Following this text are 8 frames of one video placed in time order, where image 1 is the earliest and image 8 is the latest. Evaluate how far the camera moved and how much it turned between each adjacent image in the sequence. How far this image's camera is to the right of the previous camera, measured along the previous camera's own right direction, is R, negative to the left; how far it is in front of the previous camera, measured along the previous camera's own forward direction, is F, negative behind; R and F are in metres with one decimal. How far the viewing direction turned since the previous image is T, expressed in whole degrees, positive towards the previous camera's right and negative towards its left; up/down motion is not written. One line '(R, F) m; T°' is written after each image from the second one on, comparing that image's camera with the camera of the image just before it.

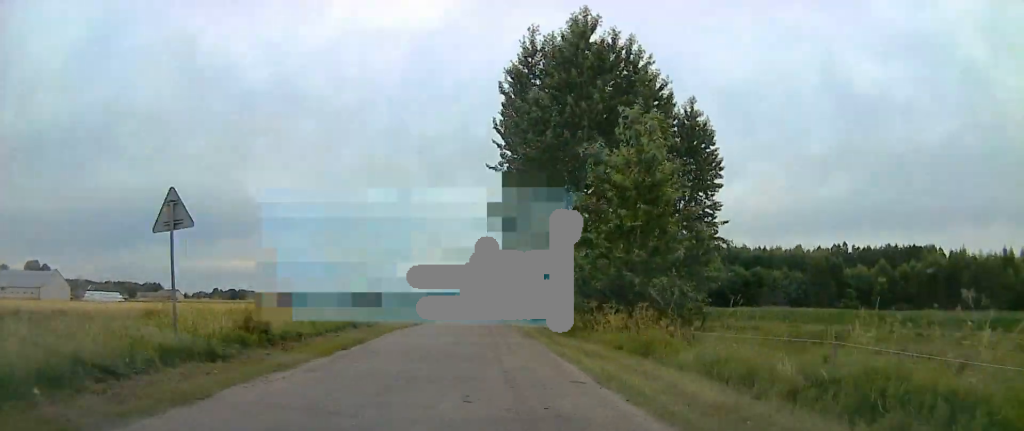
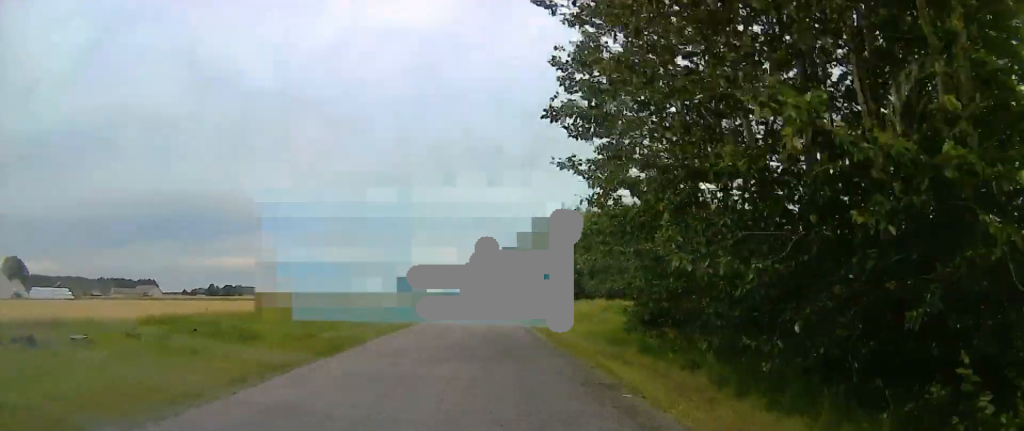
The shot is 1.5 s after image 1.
(-0.4, +34.3) m; -1°
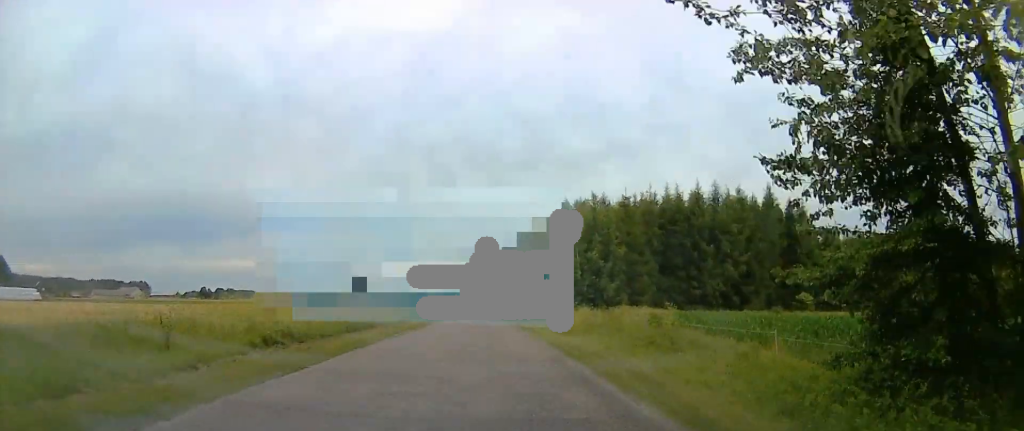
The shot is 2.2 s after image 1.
(0.0, +13.8) m; 0°
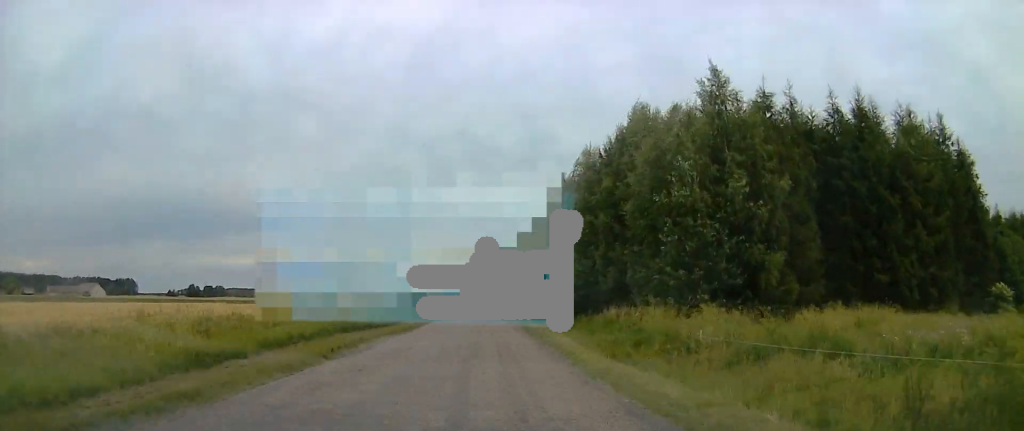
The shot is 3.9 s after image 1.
(+0.8, +31.9) m; +2°
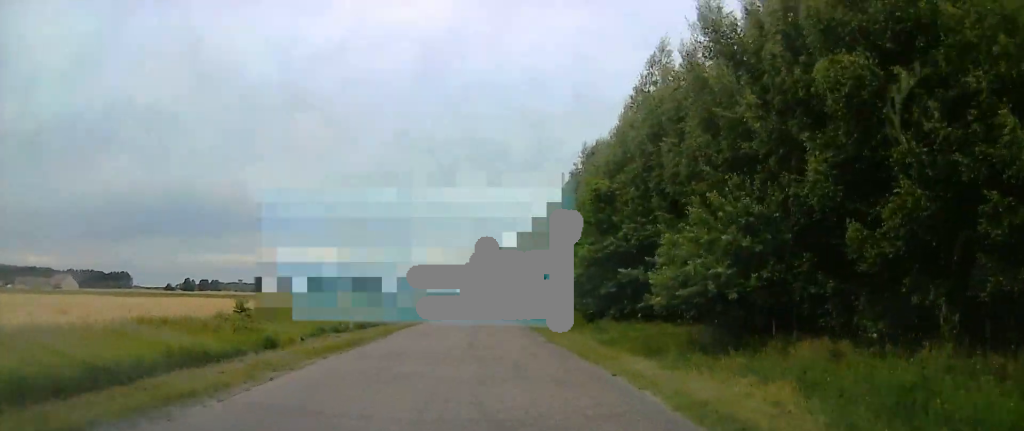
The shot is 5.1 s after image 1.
(-0.1, +21.6) m; -1°
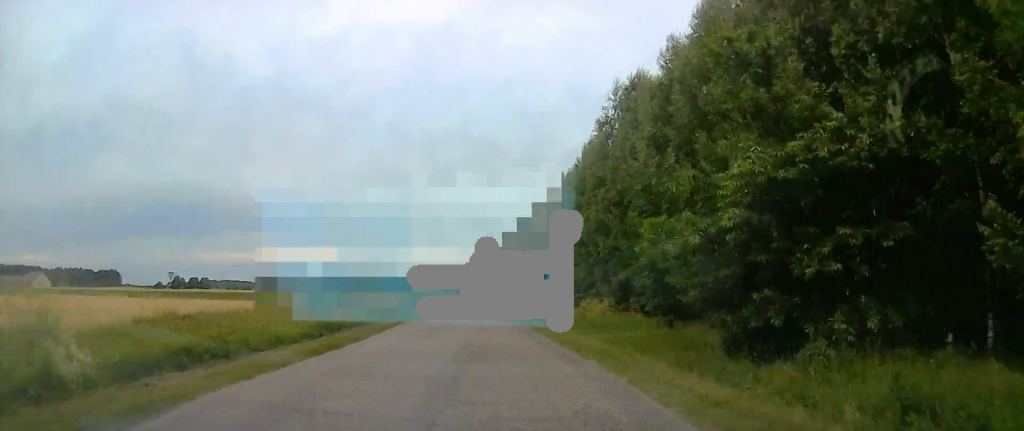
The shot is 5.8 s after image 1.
(-0.2, +16.1) m; 0°
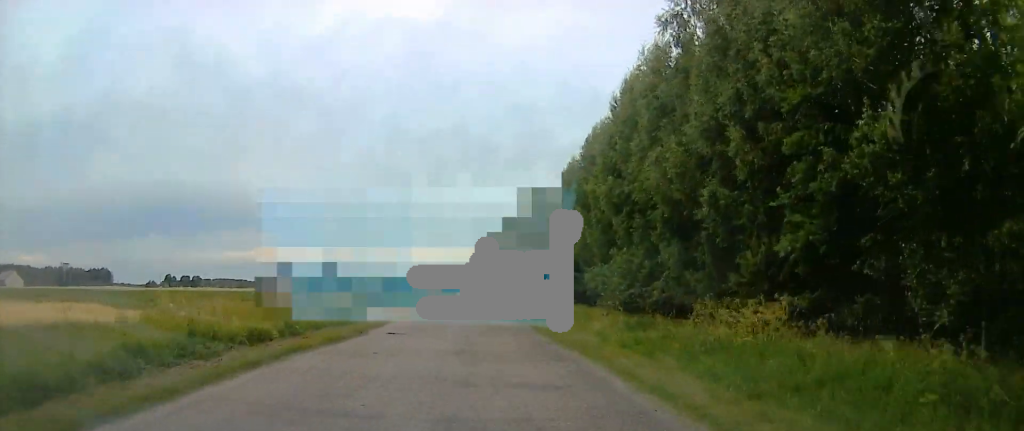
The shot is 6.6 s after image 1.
(0.0, +15.6) m; +1°
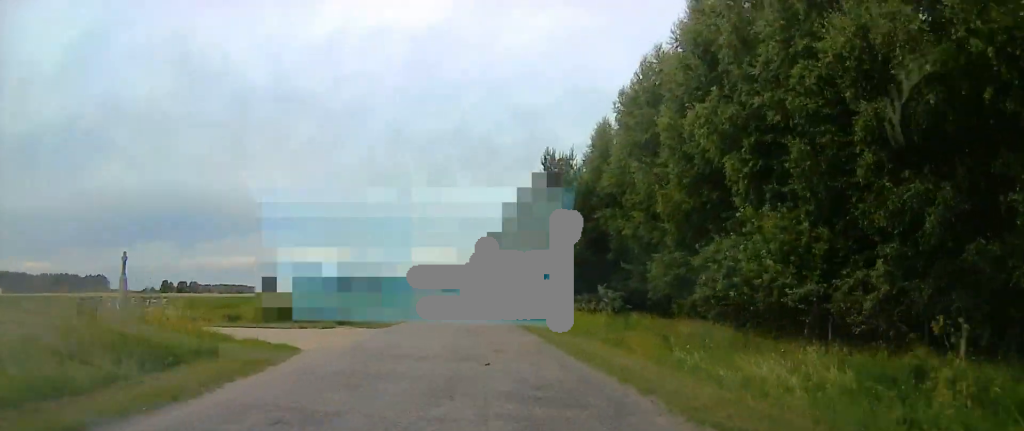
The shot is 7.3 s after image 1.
(+0.1, +14.0) m; +1°
